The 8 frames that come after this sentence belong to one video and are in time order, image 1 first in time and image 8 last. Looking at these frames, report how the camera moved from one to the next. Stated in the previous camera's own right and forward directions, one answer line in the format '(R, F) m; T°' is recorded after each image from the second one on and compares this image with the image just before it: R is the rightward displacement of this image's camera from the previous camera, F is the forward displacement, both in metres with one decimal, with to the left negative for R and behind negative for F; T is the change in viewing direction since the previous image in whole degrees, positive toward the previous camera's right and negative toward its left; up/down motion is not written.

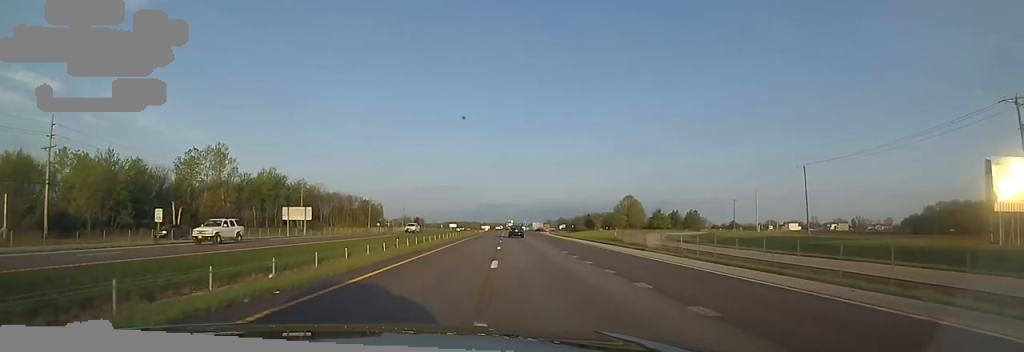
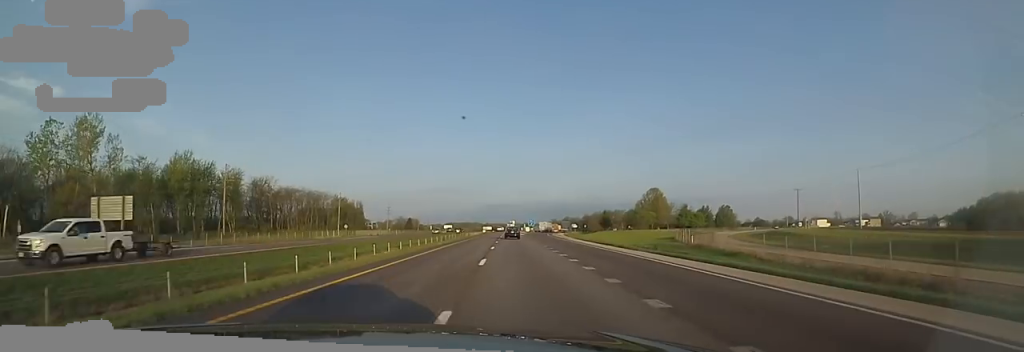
(-1.5, +36.9) m; -1°
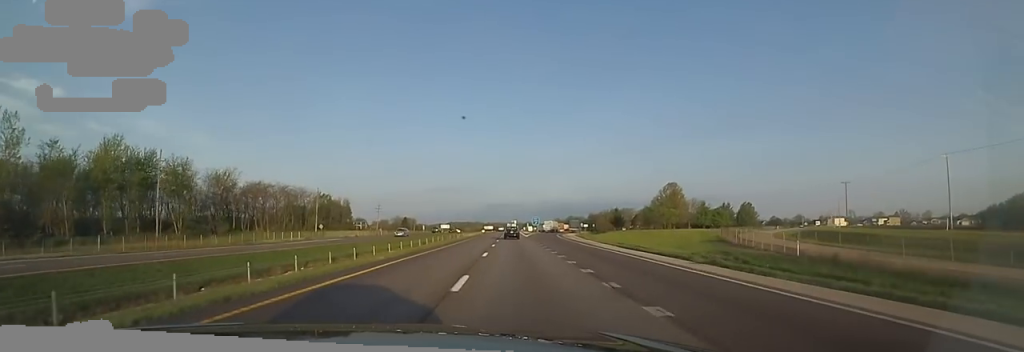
(+0.6, +19.6) m; 0°
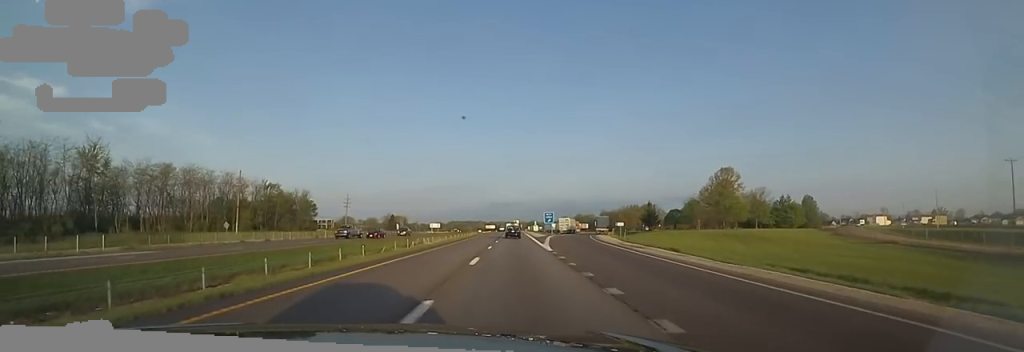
(-0.2, +42.0) m; -2°
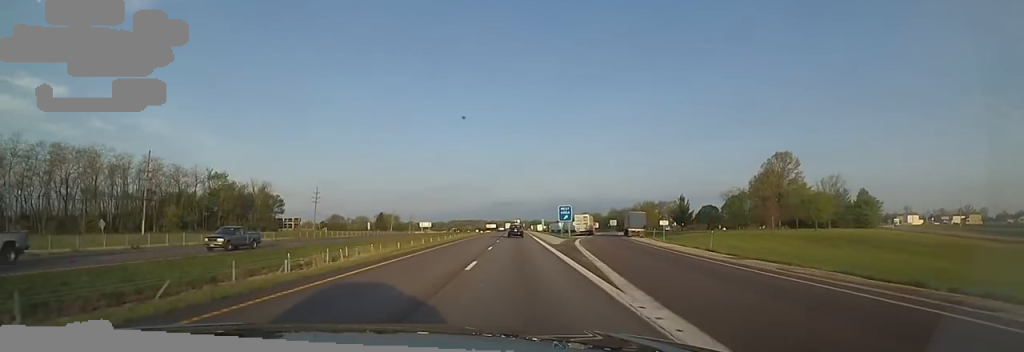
(-0.3, +26.6) m; +1°
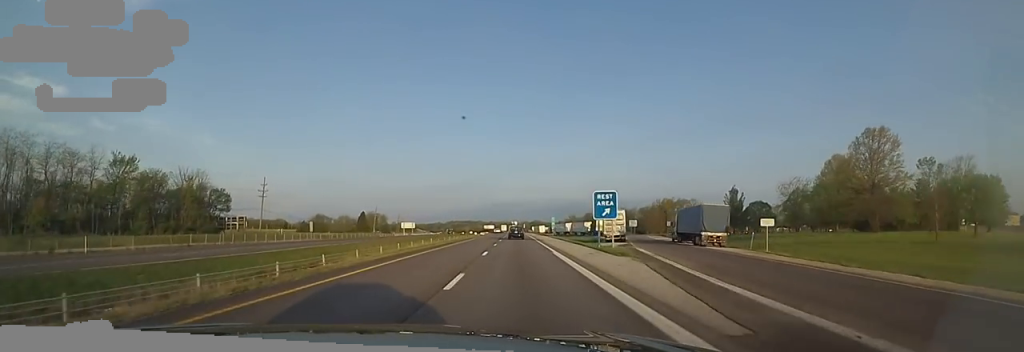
(+0.5, +28.4) m; +1°
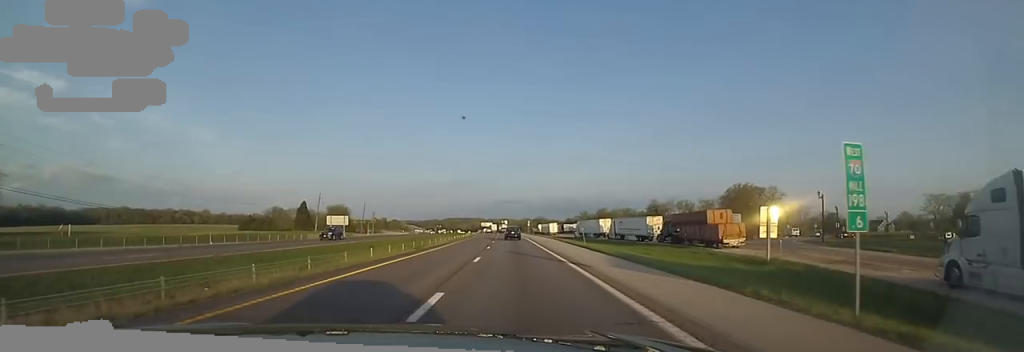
(-1.1, +63.2) m; -2°
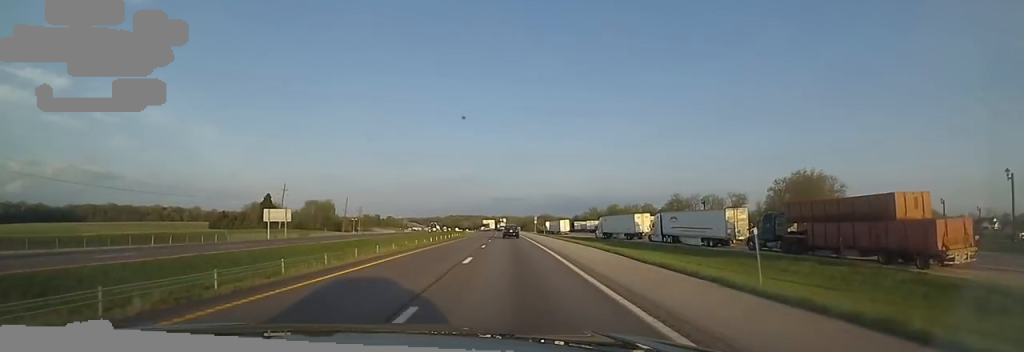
(0.0, +25.9) m; +2°
